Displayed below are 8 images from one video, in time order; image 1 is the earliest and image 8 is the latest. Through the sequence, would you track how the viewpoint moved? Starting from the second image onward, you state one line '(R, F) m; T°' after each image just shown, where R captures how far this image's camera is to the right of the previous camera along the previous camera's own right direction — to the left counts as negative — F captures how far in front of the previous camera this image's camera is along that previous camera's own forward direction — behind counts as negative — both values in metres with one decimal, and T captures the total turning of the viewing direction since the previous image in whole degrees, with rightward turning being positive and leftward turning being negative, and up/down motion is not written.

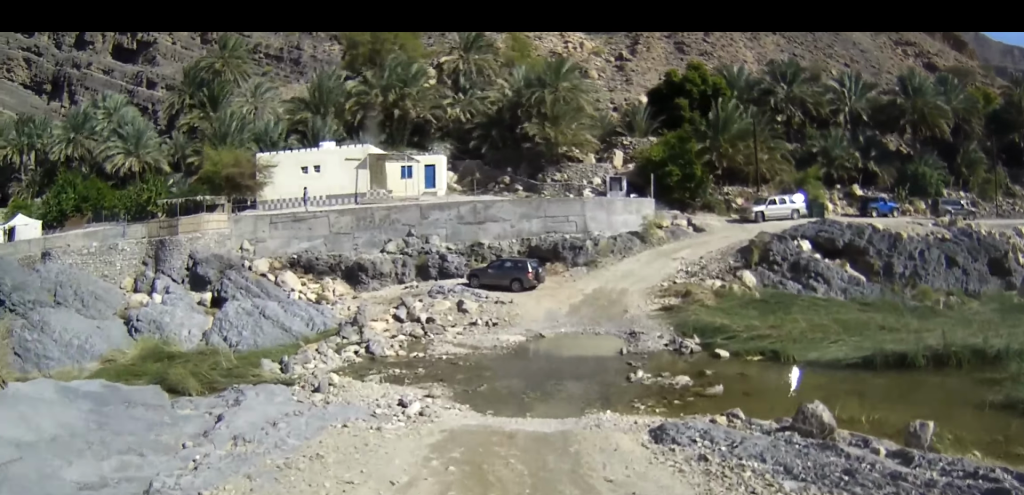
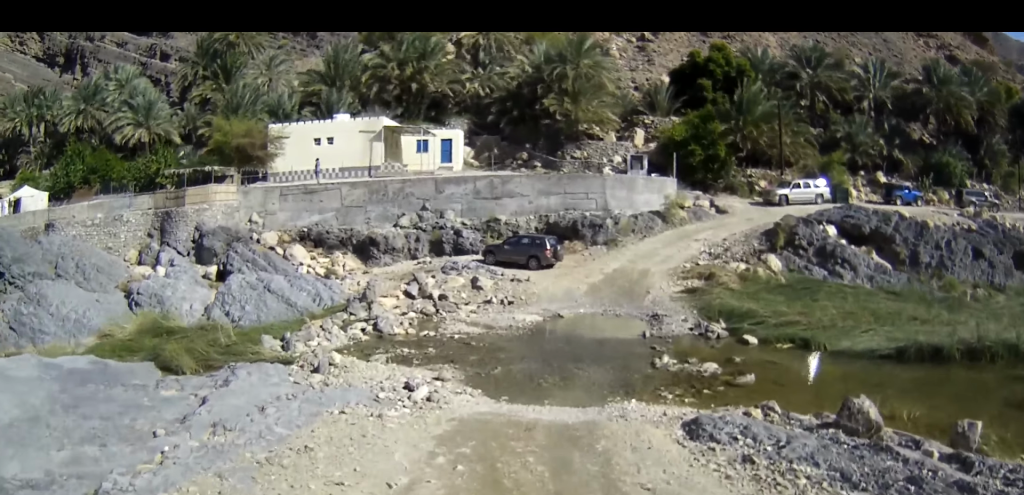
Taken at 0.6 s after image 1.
(0.0, +1.2) m; -1°
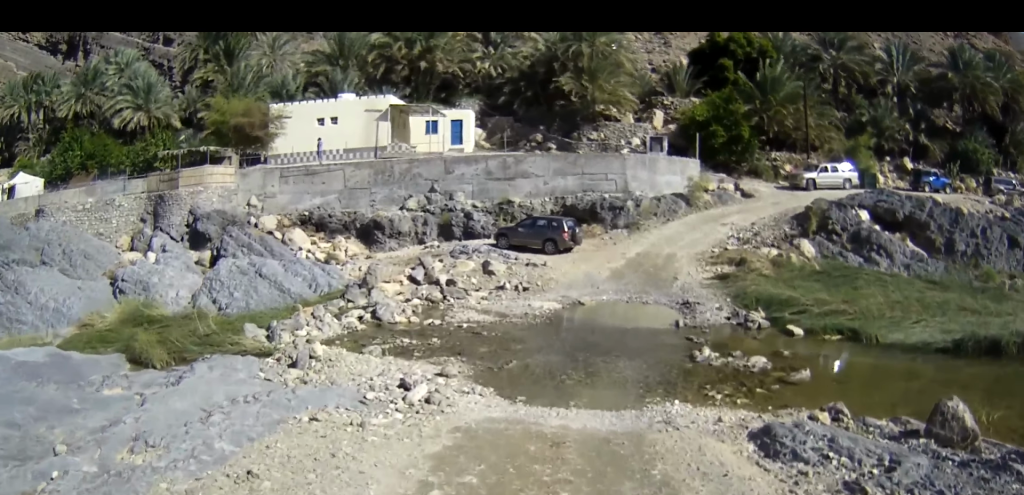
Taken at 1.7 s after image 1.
(0.0, +2.6) m; 0°
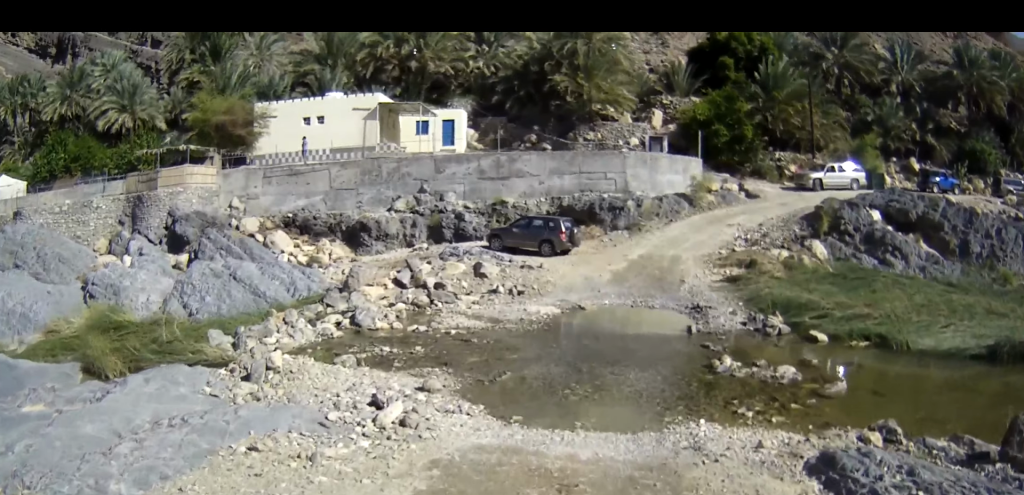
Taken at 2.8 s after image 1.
(0.0, +2.4) m; +1°
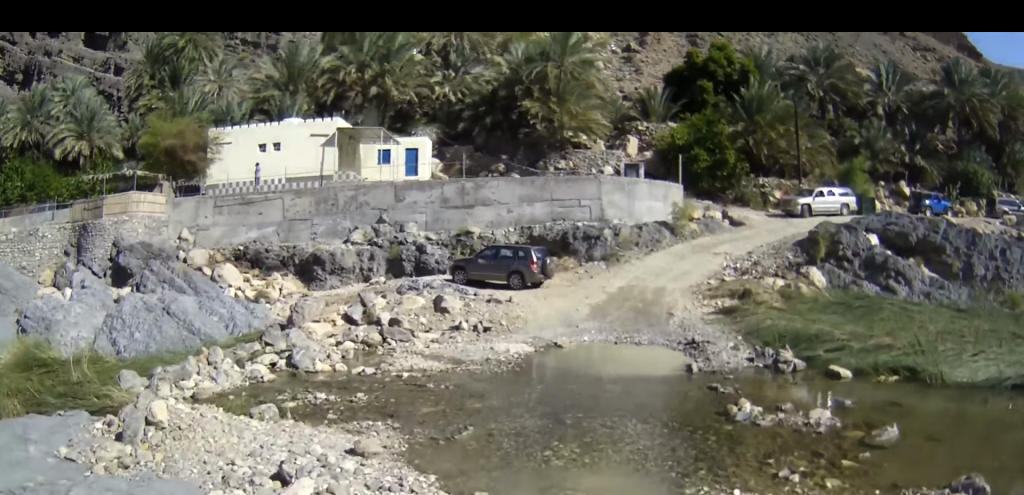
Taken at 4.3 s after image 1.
(+0.2, +3.3) m; +8°
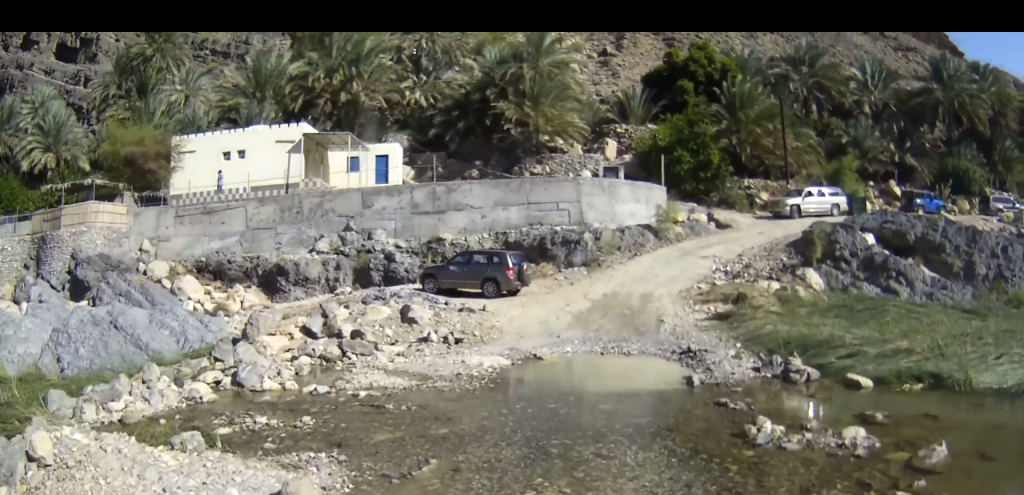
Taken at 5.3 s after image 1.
(+0.1, +2.4) m; +2°
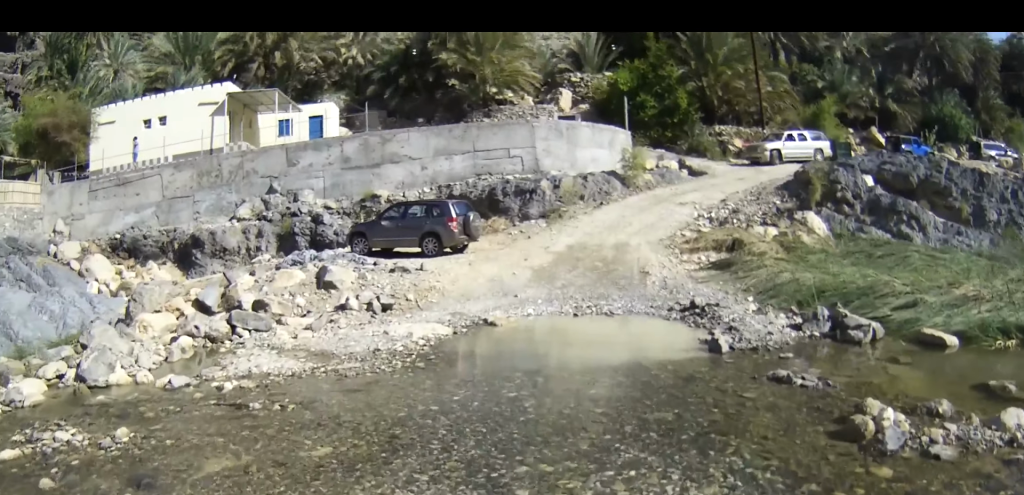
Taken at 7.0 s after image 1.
(+0.1, +4.3) m; +4°
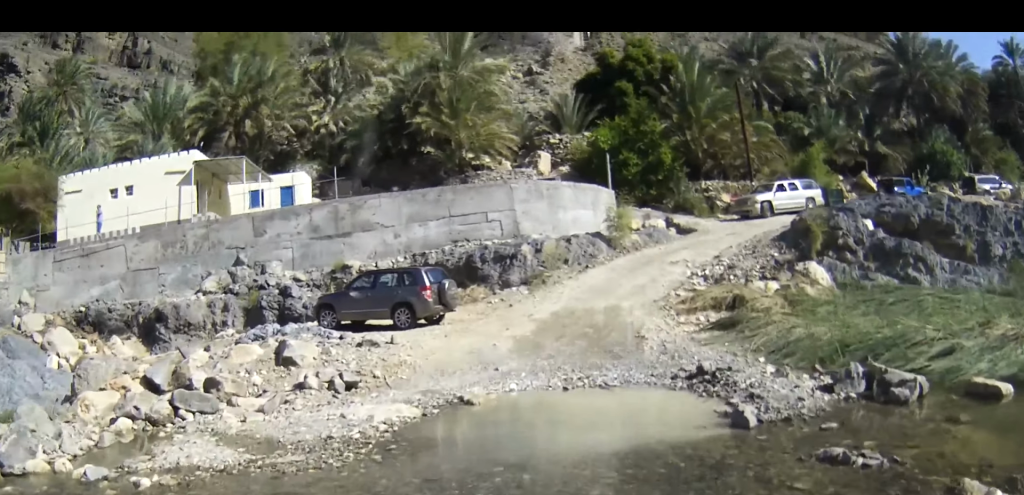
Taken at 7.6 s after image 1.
(0.0, +1.5) m; +1°
